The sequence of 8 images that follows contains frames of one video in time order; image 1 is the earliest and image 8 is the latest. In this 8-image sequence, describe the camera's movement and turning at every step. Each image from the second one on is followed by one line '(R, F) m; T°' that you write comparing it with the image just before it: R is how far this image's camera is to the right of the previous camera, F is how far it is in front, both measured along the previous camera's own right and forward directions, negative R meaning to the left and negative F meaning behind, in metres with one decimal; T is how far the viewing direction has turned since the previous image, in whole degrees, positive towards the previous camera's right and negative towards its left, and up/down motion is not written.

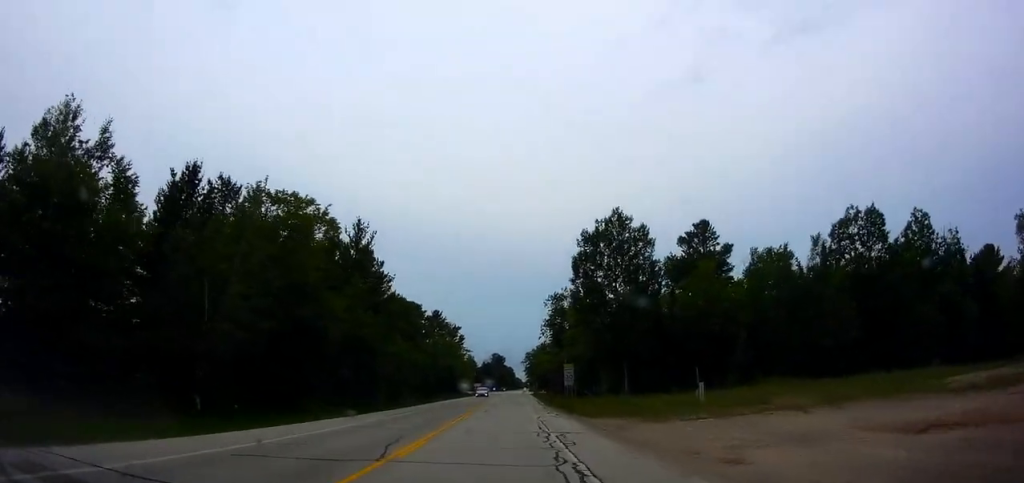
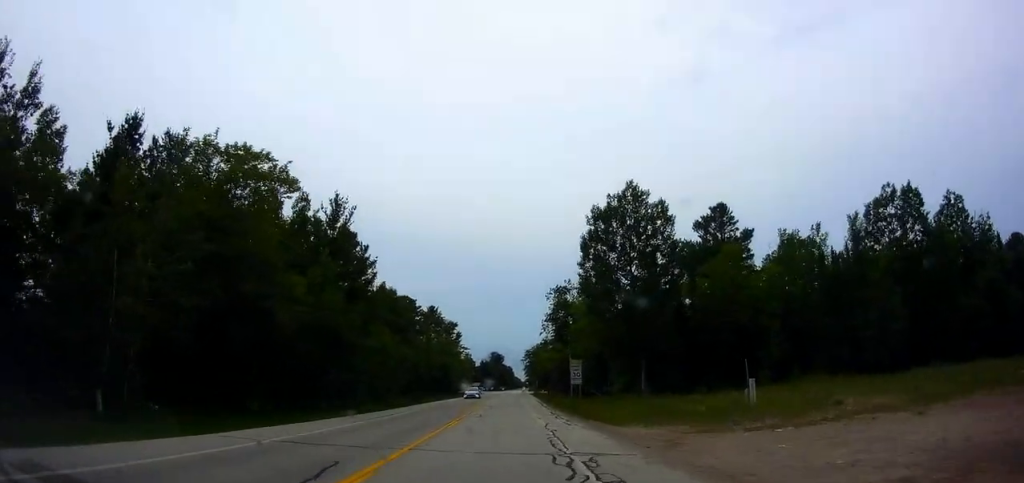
(0.0, +6.1) m; +2°
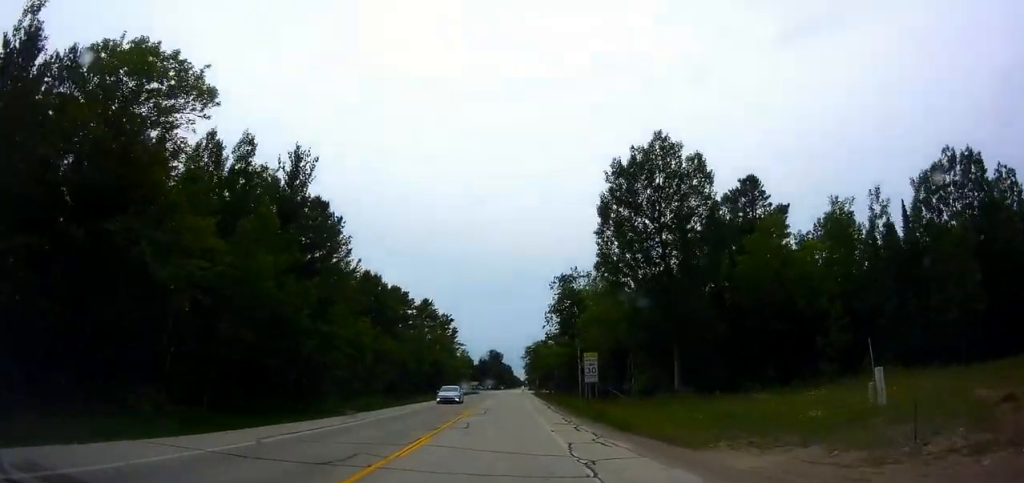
(0.0, +8.2) m; +2°
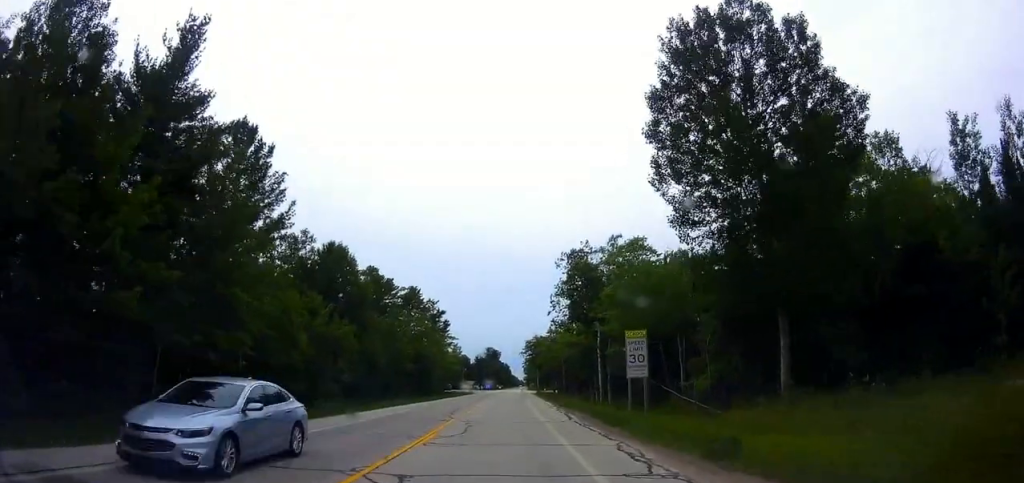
(+0.4, +13.3) m; -1°
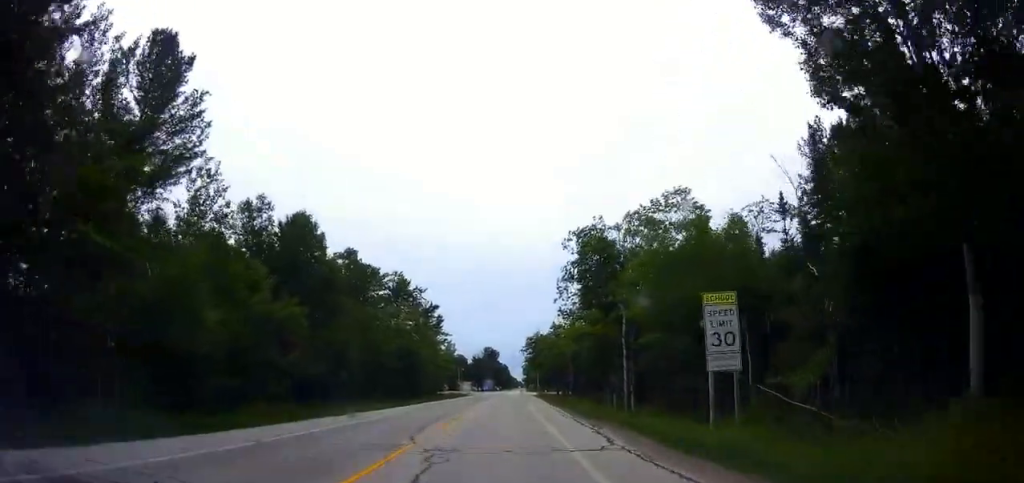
(-0.4, +9.5) m; -2°
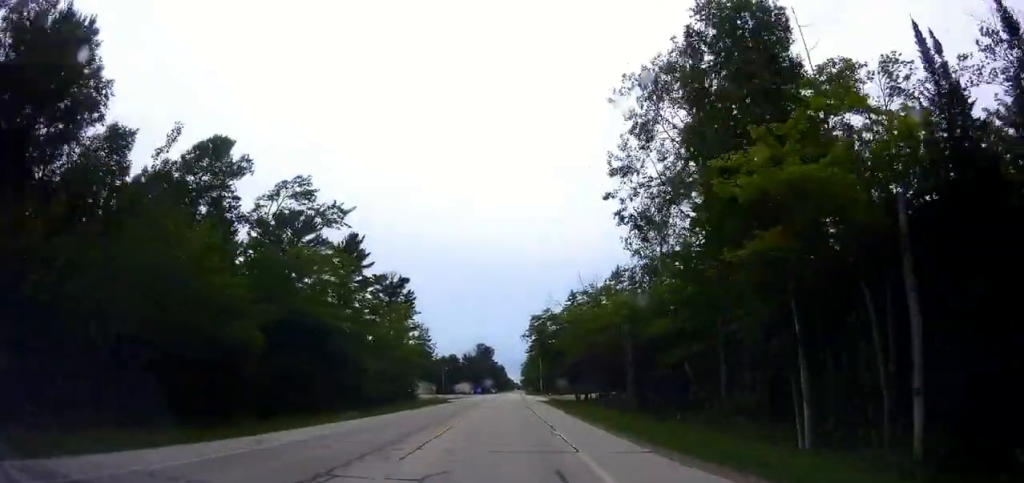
(-0.2, +28.9) m; 0°
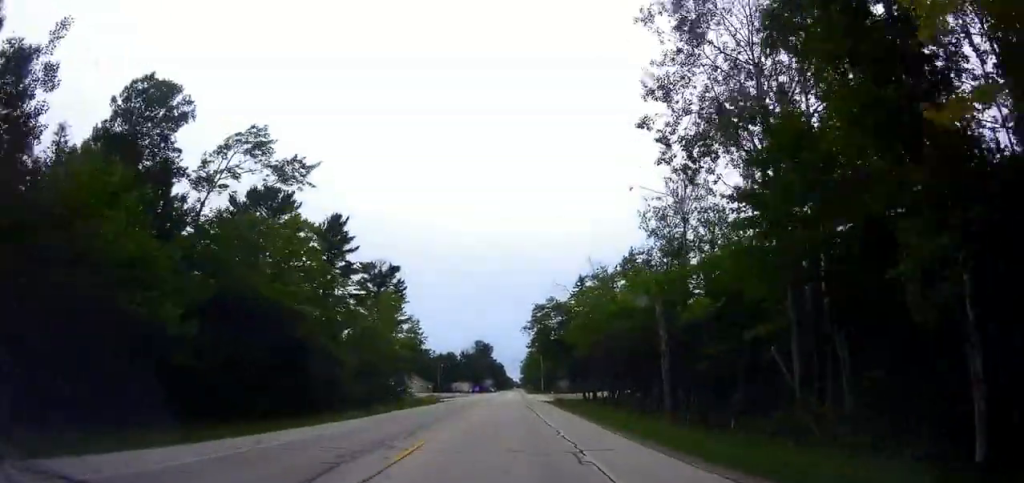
(0.0, +6.8) m; +1°
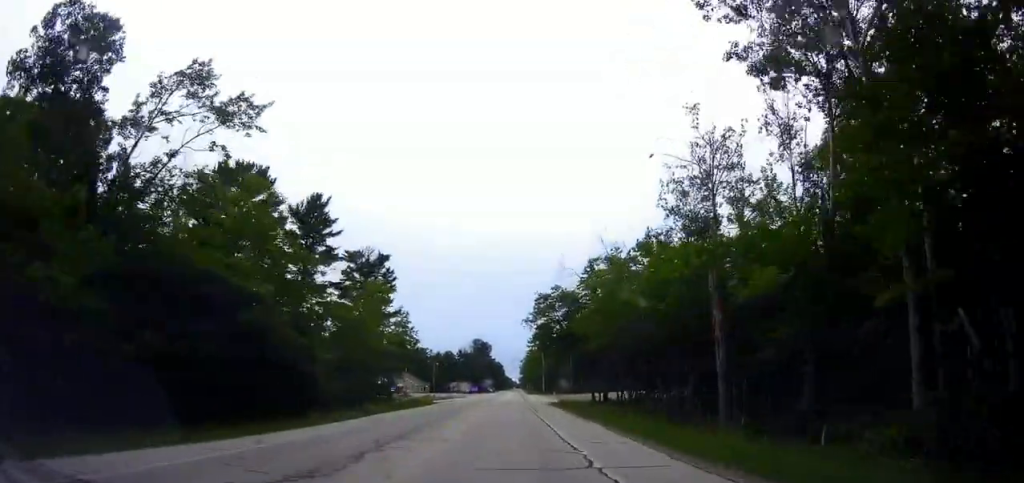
(-0.1, +6.3) m; +1°
